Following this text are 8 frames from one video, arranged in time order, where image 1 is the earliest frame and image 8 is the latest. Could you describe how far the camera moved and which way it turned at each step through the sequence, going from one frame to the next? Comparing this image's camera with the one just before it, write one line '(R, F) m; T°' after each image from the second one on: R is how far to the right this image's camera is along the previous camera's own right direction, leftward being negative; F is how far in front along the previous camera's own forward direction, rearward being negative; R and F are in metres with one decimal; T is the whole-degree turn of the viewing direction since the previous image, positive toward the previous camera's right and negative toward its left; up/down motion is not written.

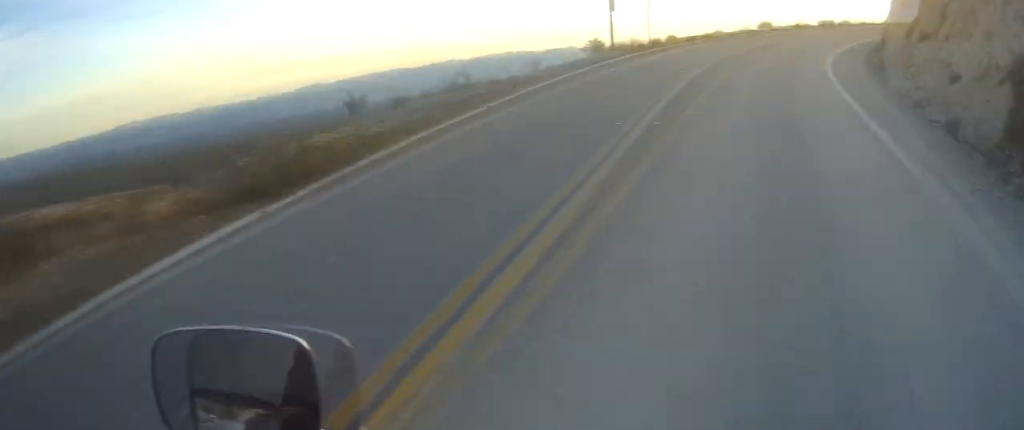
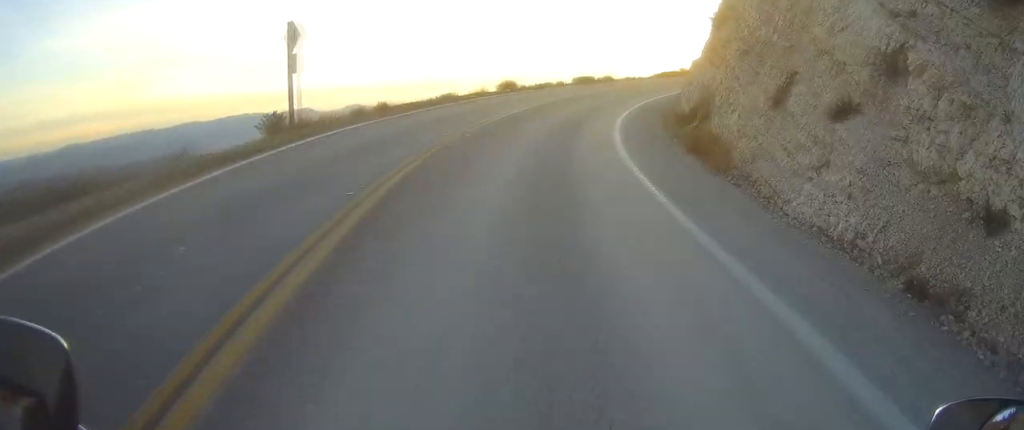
(0.0, +8.7) m; +1°
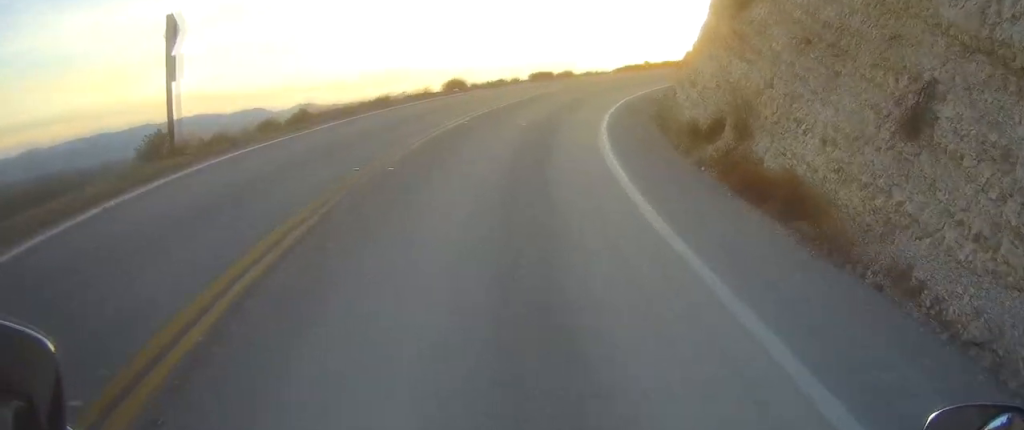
(0.0, +5.6) m; +2°
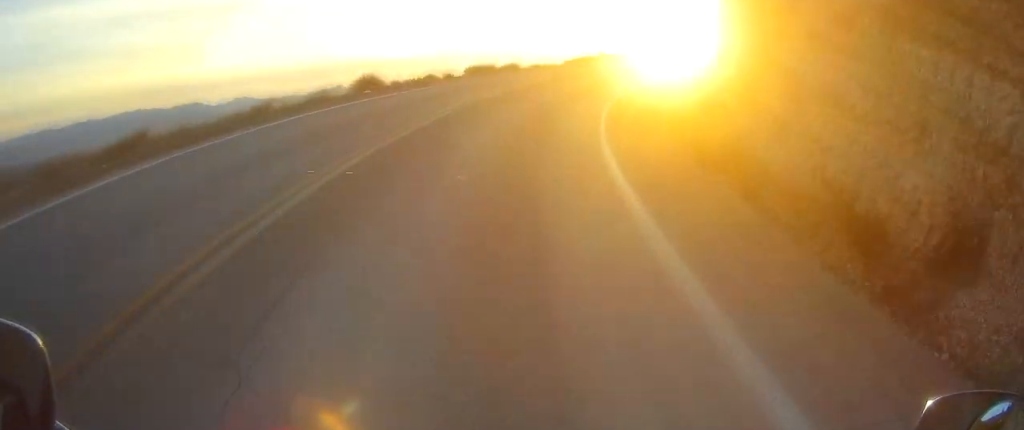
(+0.2, +8.7) m; +3°
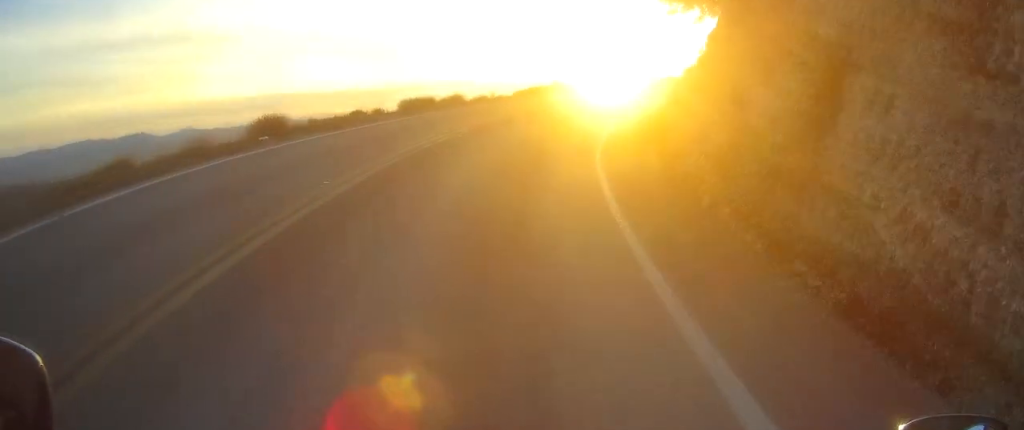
(+0.2, +6.5) m; +5°
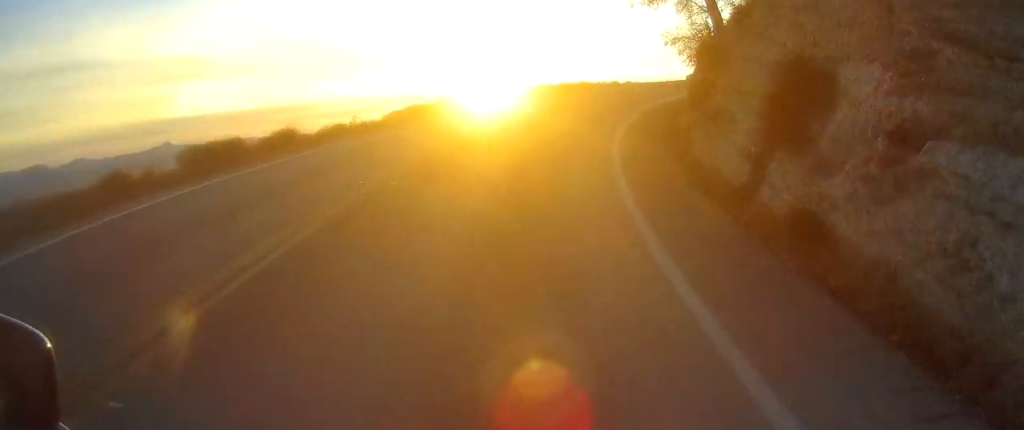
(+1.4, +13.6) m; +14°
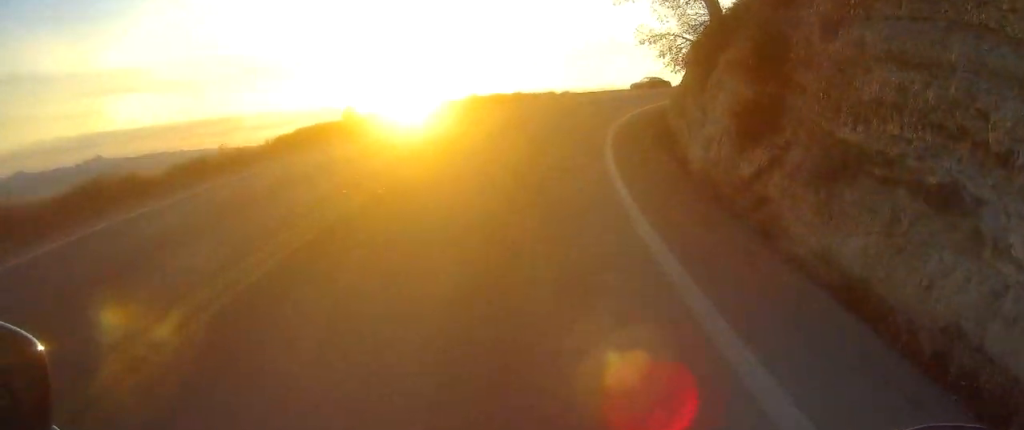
(+0.7, +6.9) m; +5°
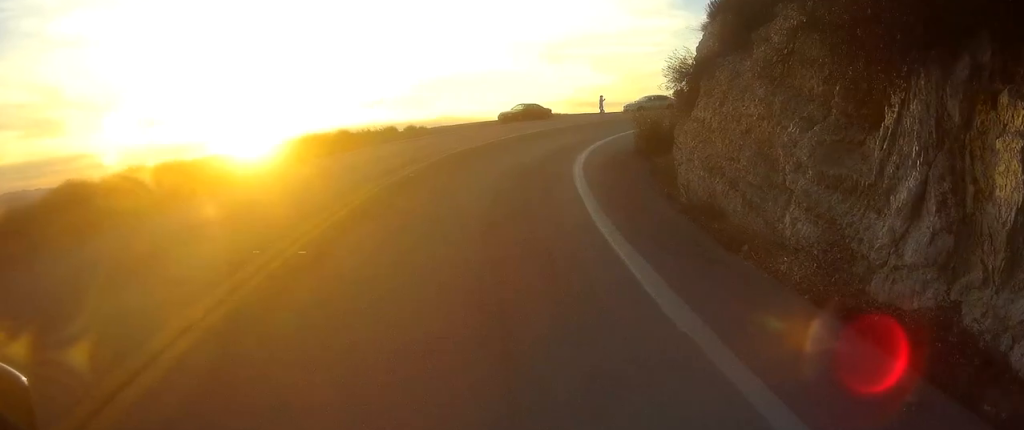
(+1.1, +14.8) m; +11°
